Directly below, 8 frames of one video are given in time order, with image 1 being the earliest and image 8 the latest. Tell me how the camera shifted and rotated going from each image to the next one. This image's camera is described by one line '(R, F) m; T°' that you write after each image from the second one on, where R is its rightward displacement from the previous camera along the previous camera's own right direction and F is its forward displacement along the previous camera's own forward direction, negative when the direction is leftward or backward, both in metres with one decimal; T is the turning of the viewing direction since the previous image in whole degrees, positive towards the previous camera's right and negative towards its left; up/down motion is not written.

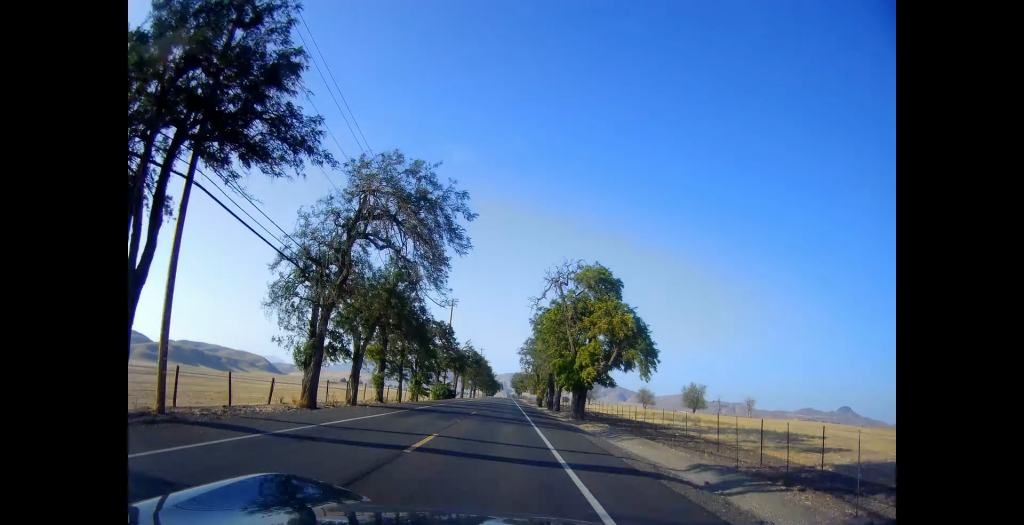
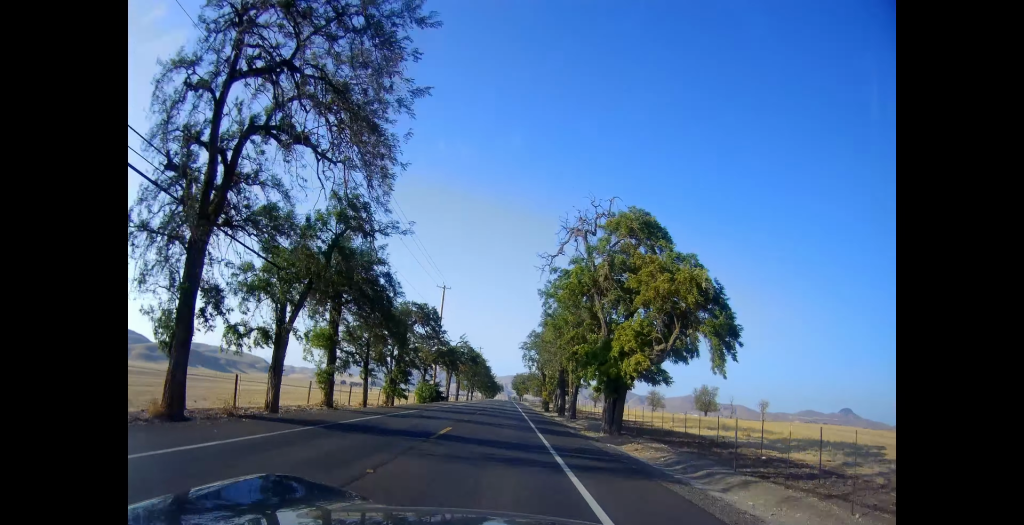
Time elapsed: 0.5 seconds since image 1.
(0.0, +12.2) m; 0°
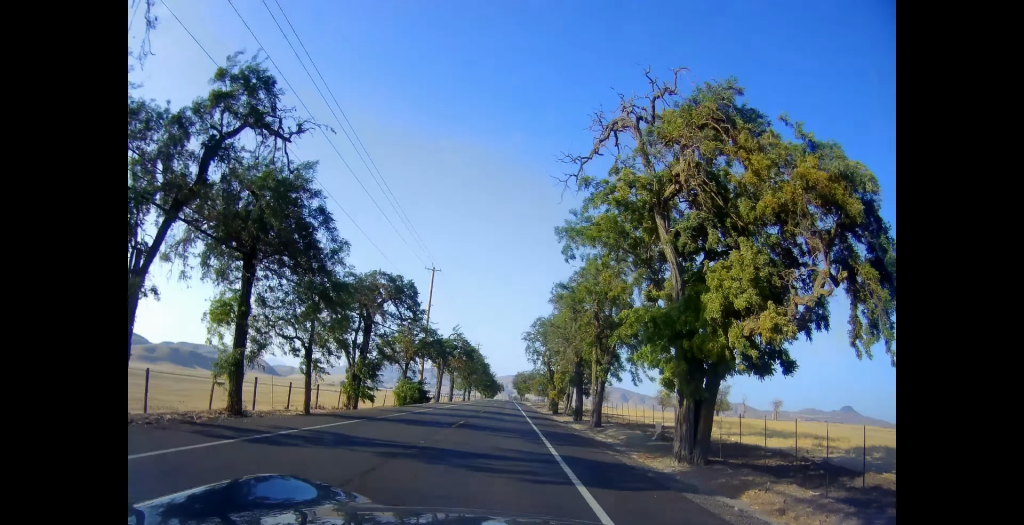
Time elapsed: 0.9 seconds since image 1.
(0.0, +11.0) m; 0°
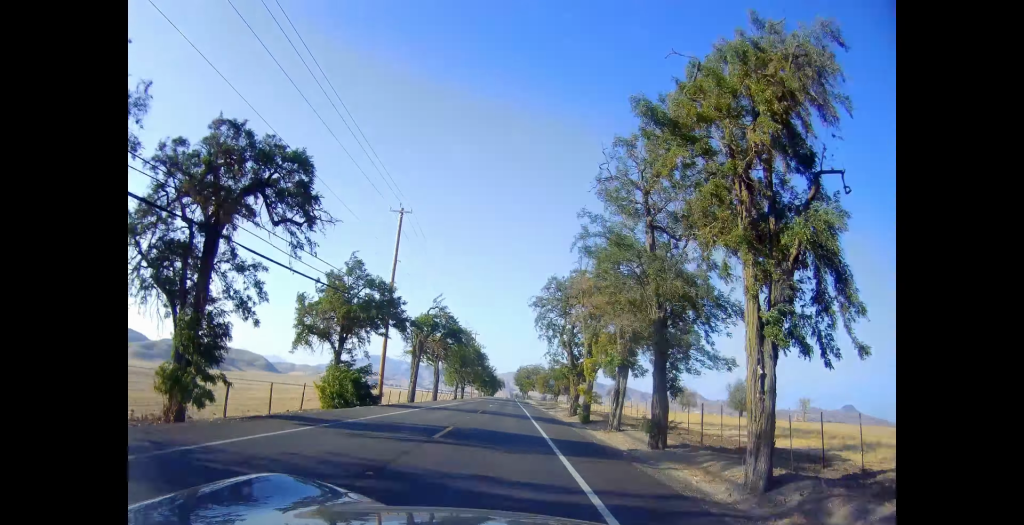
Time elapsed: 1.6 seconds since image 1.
(0.0, +19.8) m; 0°
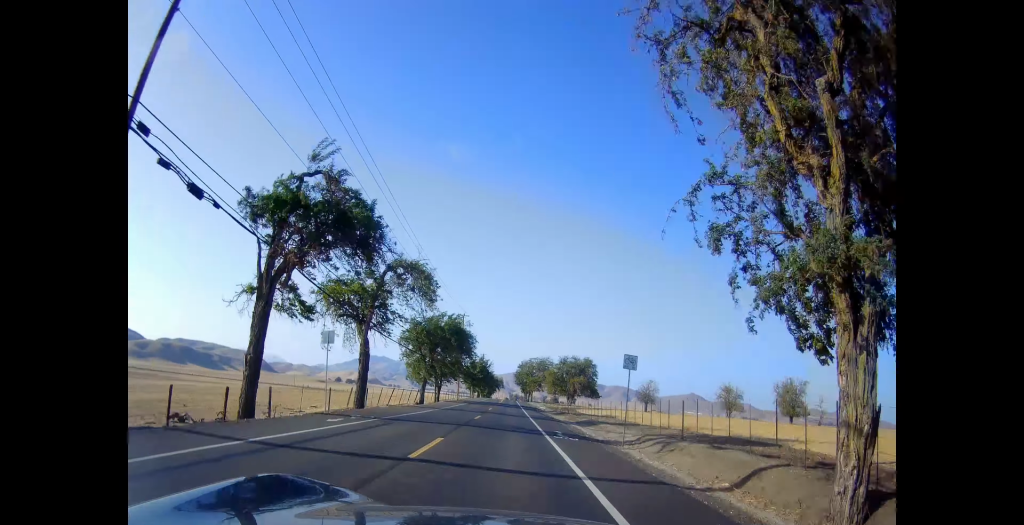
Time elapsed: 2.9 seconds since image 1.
(0.0, +34.3) m; +2°
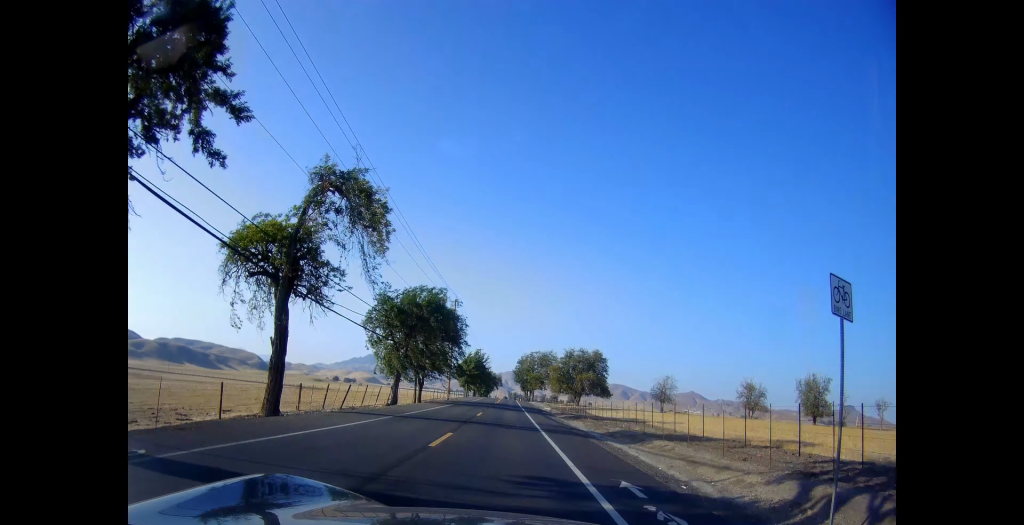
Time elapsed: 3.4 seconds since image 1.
(+0.2, +13.2) m; 0°
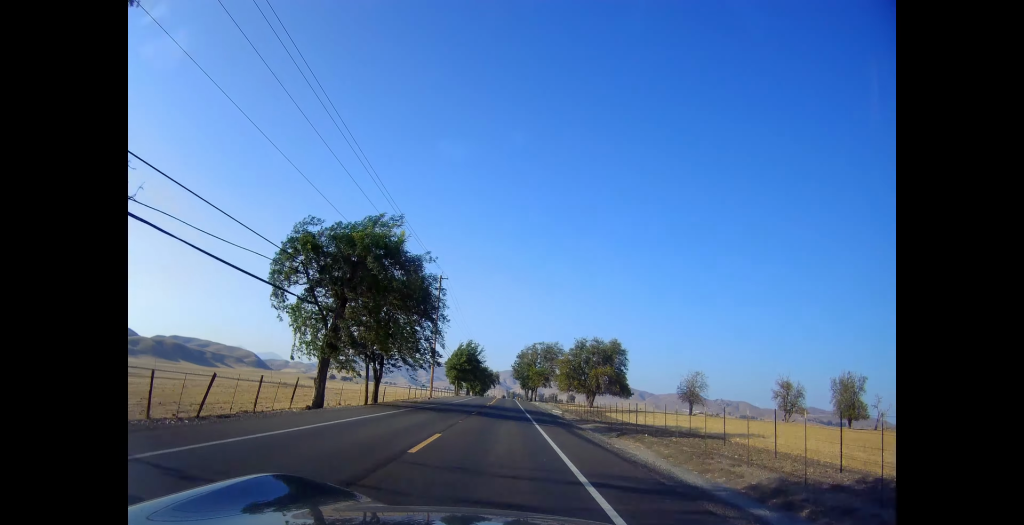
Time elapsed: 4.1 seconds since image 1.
(+0.6, +17.6) m; 0°
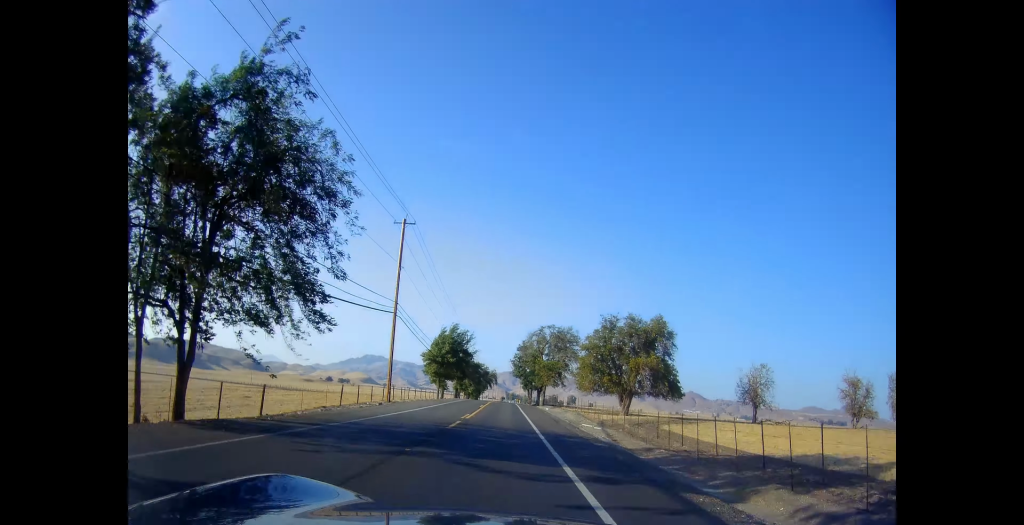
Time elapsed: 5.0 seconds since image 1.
(-0.8, +24.3) m; -2°
